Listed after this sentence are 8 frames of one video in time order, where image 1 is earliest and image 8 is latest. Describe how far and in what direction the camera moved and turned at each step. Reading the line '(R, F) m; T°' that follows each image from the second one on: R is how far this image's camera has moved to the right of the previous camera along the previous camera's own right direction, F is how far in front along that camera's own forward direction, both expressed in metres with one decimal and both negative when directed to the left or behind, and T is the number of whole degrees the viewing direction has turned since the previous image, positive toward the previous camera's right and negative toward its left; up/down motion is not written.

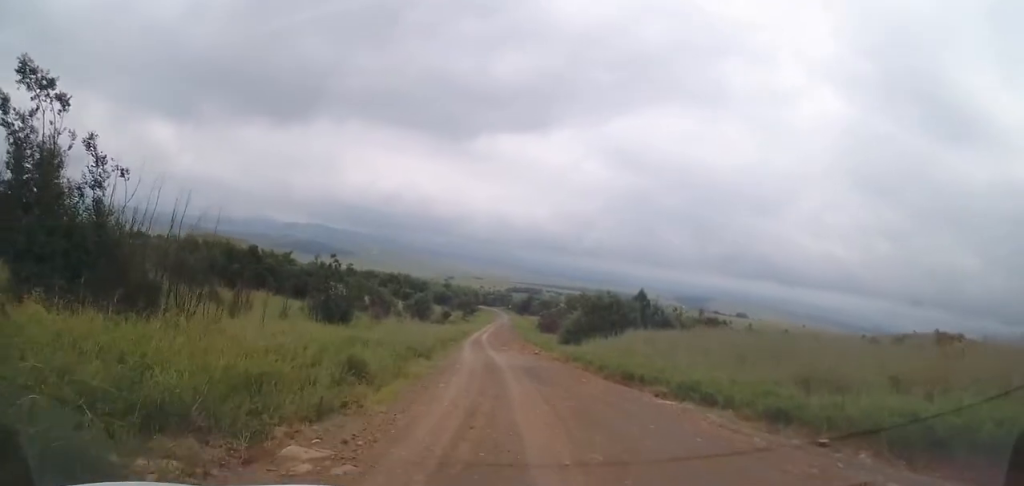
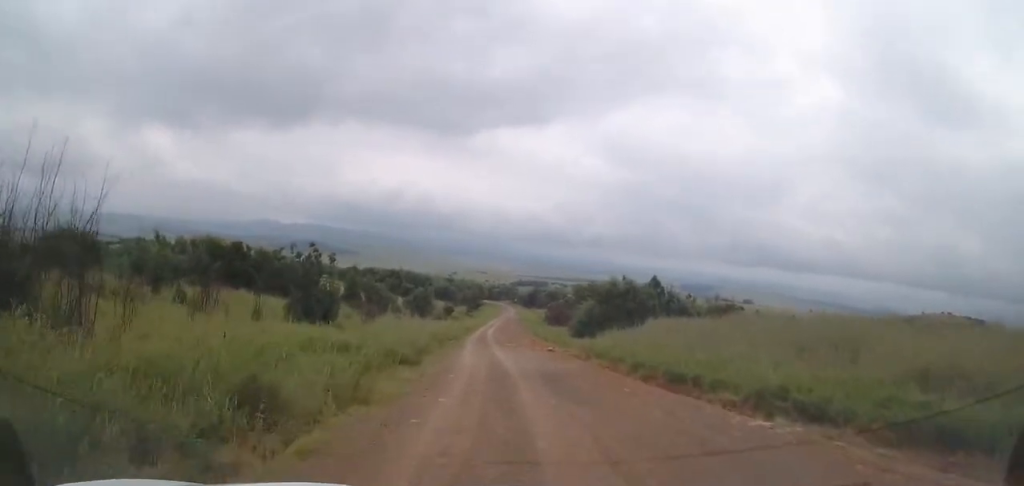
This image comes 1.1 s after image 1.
(-0.2, +5.7) m; +2°
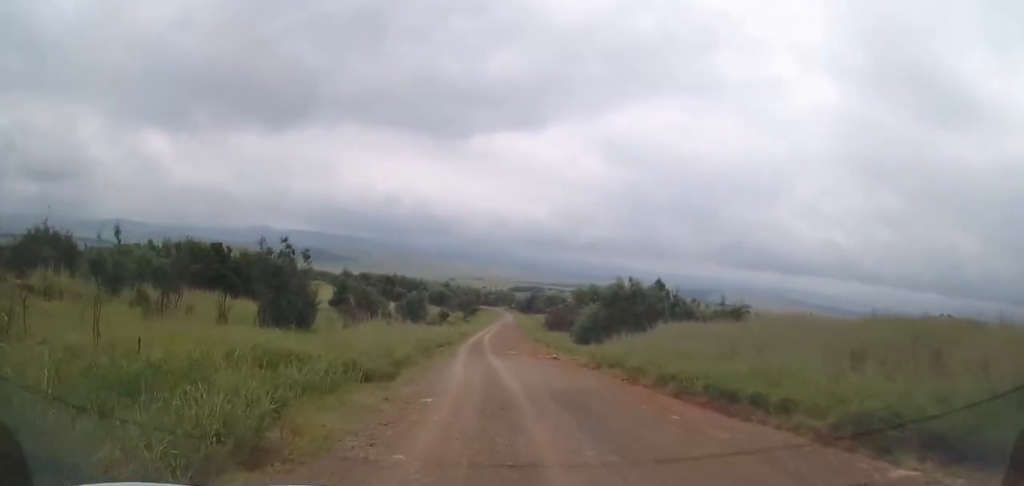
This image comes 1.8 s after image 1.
(+0.3, +4.8) m; 0°
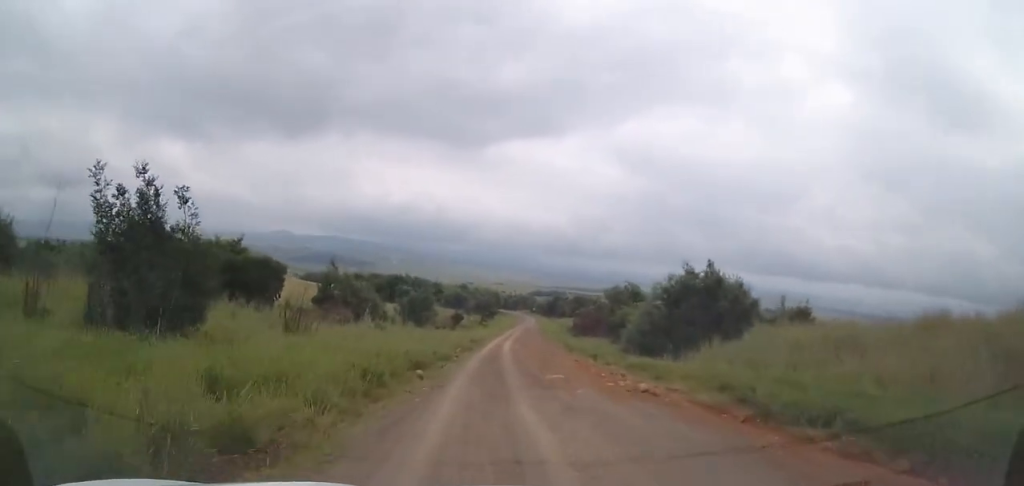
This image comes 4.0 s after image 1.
(-1.0, +17.1) m; -3°
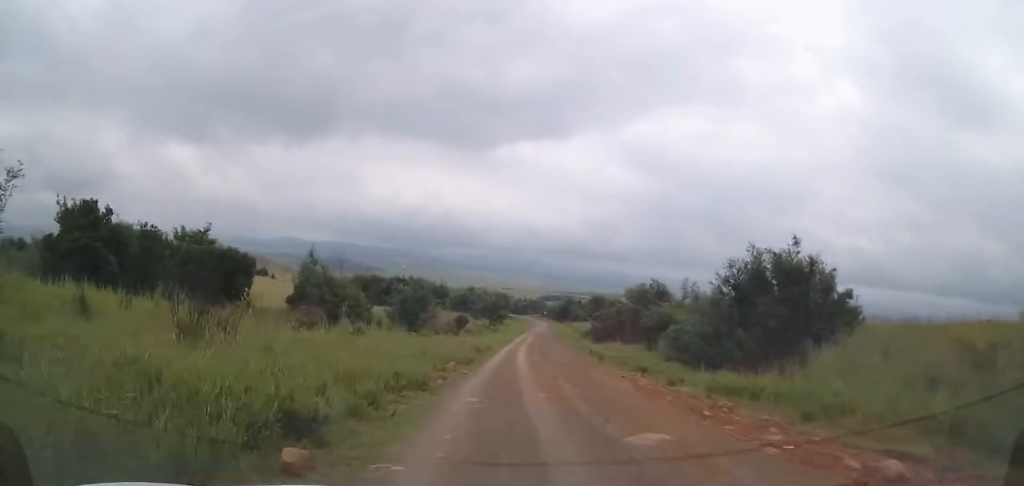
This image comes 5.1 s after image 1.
(+0.4, +11.2) m; +1°
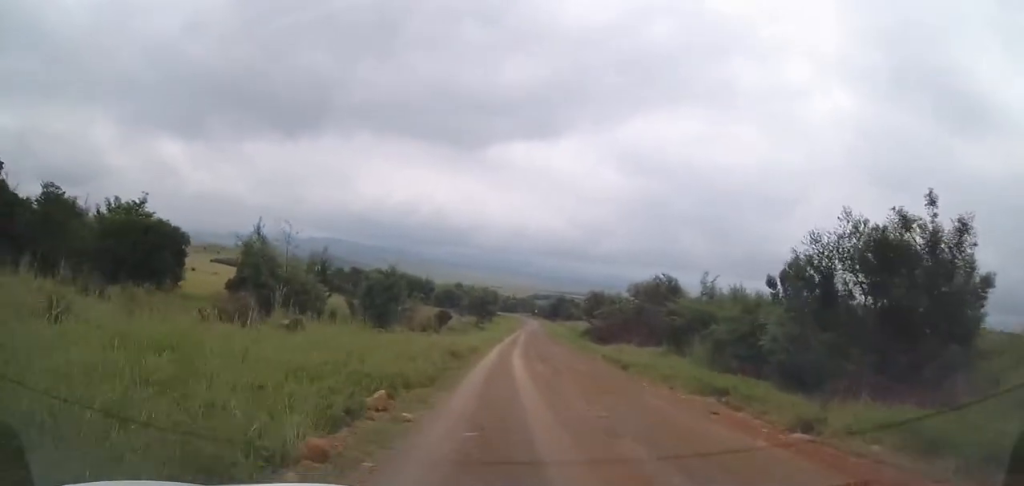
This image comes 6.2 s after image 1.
(-0.3, +11.3) m; 0°
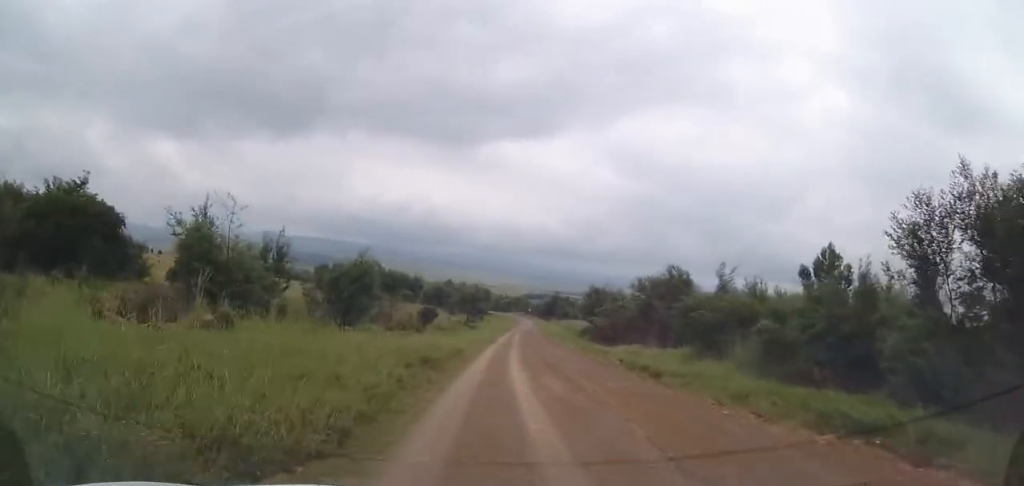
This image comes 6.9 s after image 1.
(+0.2, +8.3) m; +1°
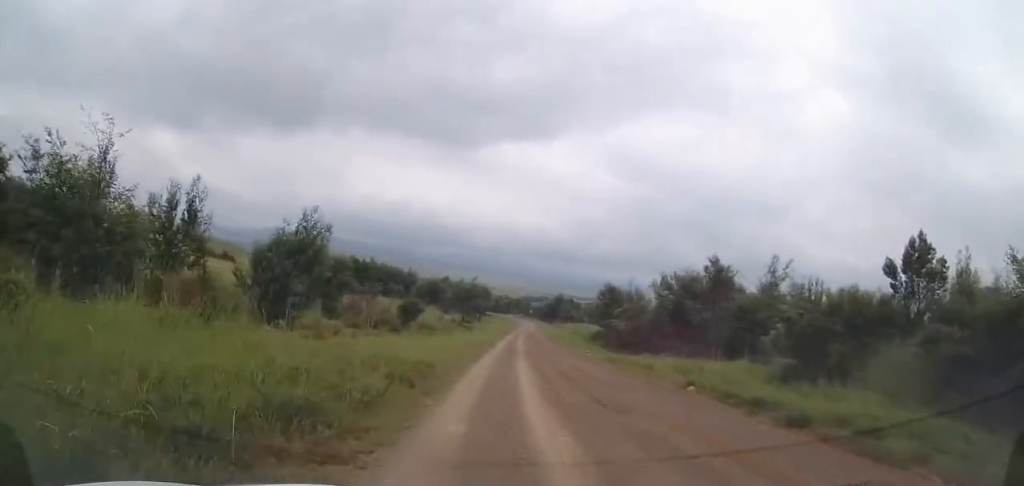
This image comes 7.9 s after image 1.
(+0.1, +12.6) m; +1°
